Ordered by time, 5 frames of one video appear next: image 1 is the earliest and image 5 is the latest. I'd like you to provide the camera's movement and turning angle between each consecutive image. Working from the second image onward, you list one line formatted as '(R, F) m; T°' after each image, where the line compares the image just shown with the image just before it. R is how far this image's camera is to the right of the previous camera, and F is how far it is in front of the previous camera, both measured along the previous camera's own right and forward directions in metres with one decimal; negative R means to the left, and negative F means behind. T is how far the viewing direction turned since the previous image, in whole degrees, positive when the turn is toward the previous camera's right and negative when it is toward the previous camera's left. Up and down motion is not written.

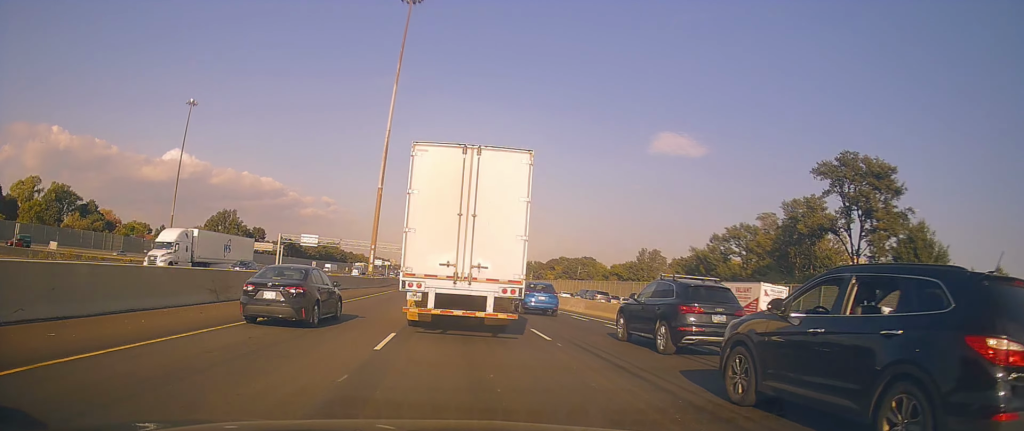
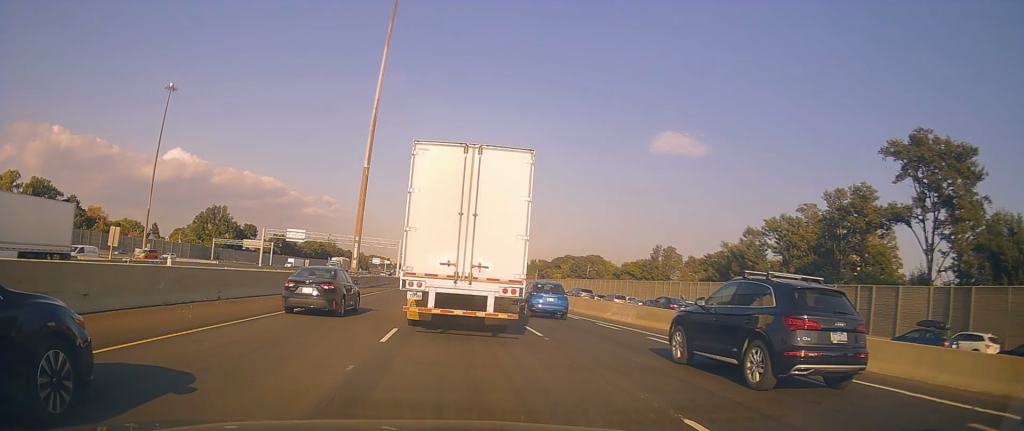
(+0.4, +11.2) m; 0°
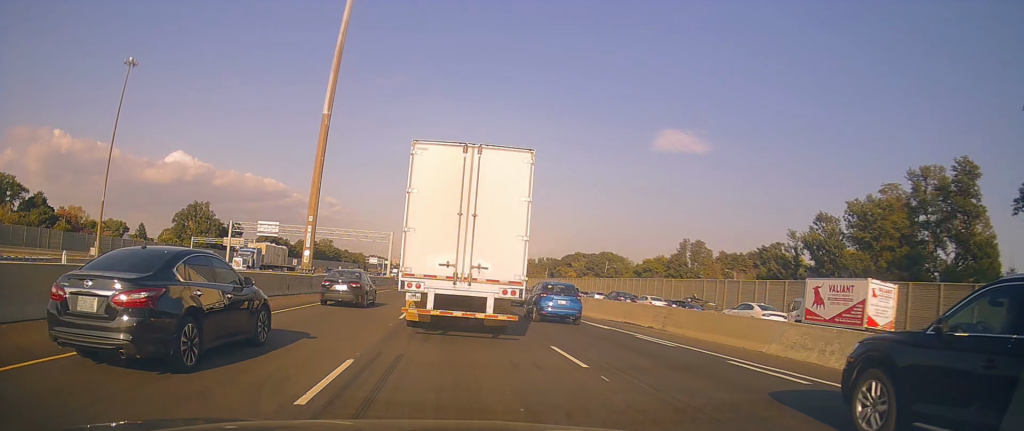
(+0.2, +17.8) m; +1°
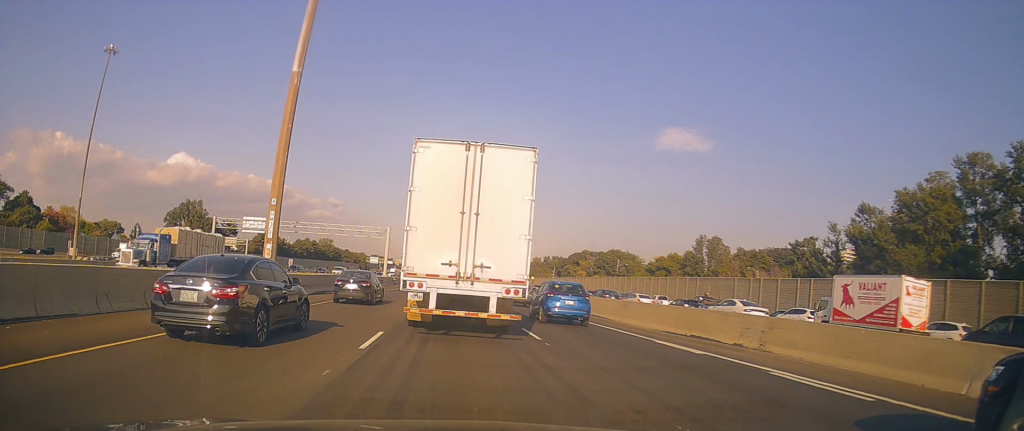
(-0.3, +8.0) m; -3°
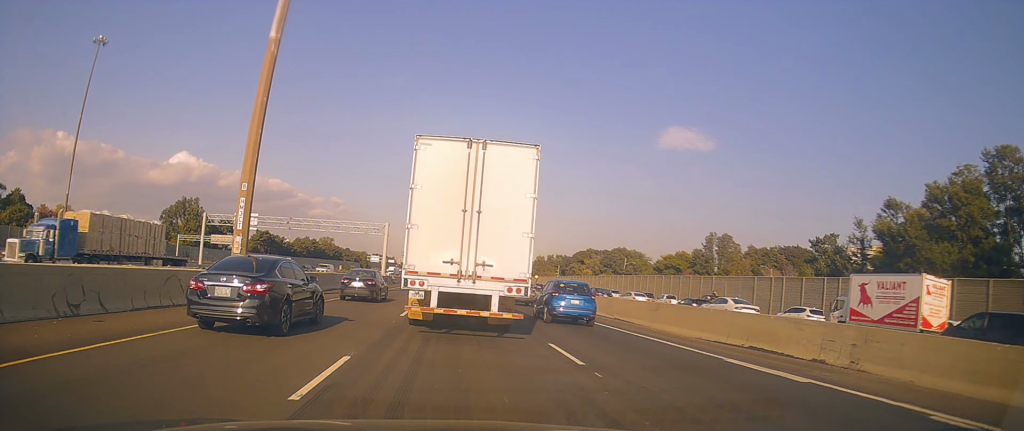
(-0.1, +4.3) m; 0°
